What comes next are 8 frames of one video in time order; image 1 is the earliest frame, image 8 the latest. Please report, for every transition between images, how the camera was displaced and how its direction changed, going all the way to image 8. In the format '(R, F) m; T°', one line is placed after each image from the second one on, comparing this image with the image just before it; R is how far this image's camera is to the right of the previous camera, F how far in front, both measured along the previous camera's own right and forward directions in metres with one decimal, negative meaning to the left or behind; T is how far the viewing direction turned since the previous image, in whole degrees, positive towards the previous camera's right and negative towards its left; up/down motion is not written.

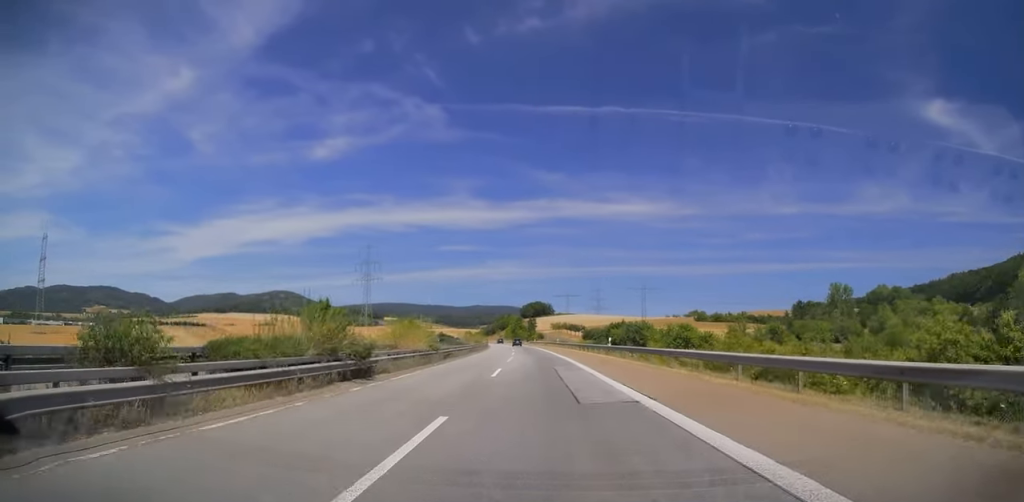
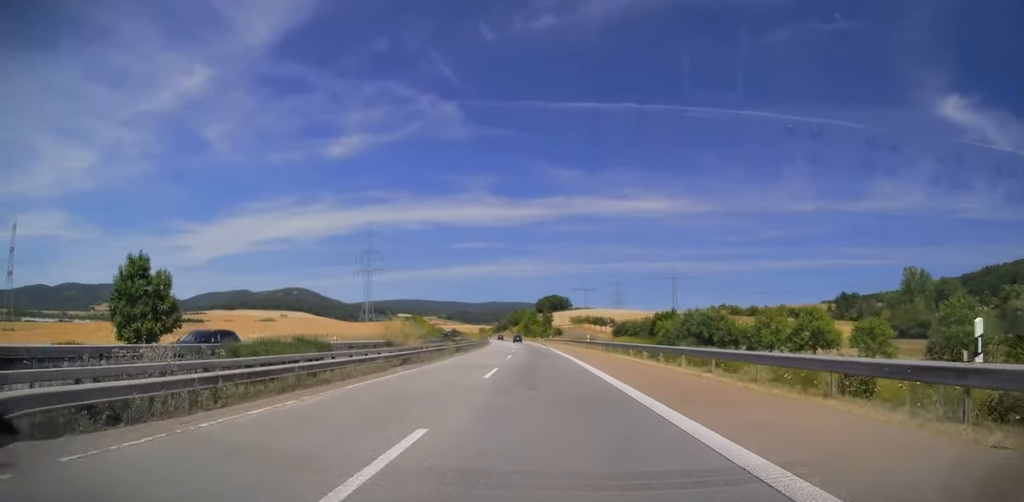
(-0.5, +37.7) m; -2°
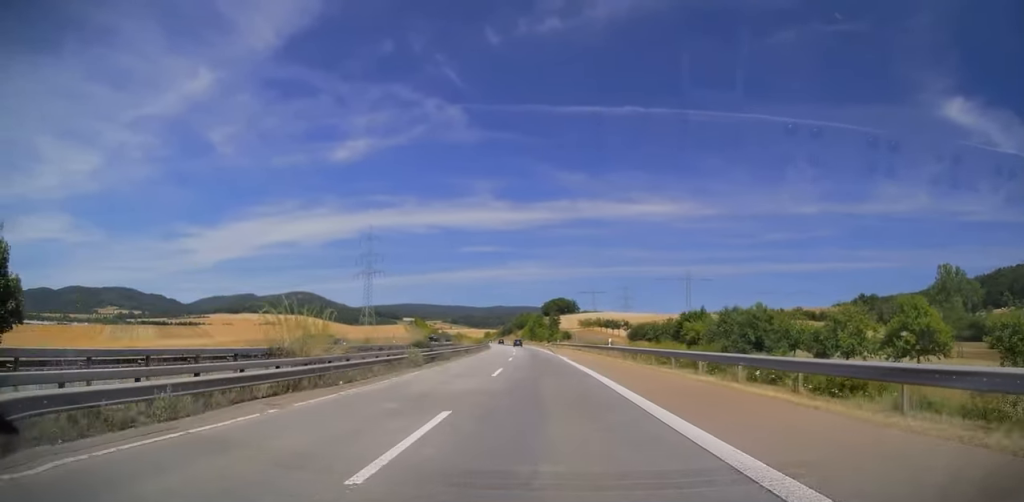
(-0.1, +14.4) m; -1°
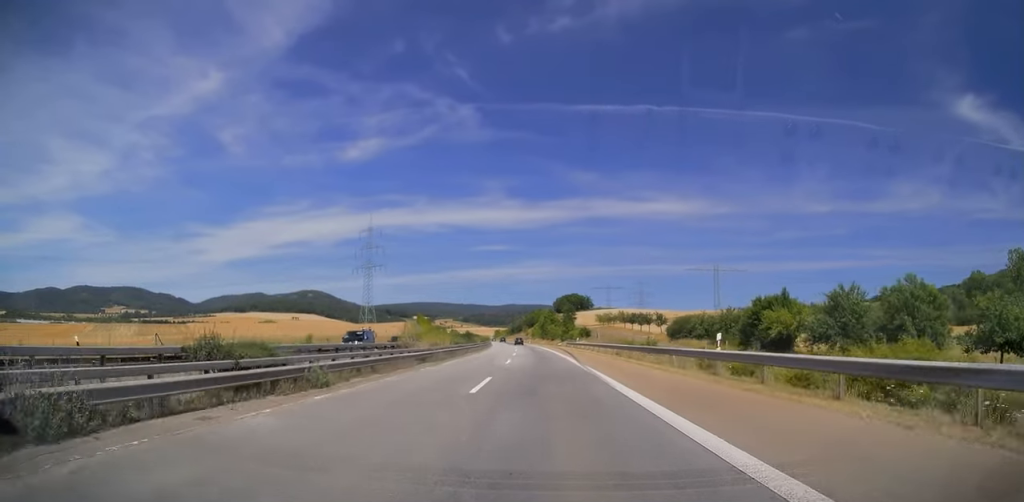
(-0.2, +25.8) m; -1°
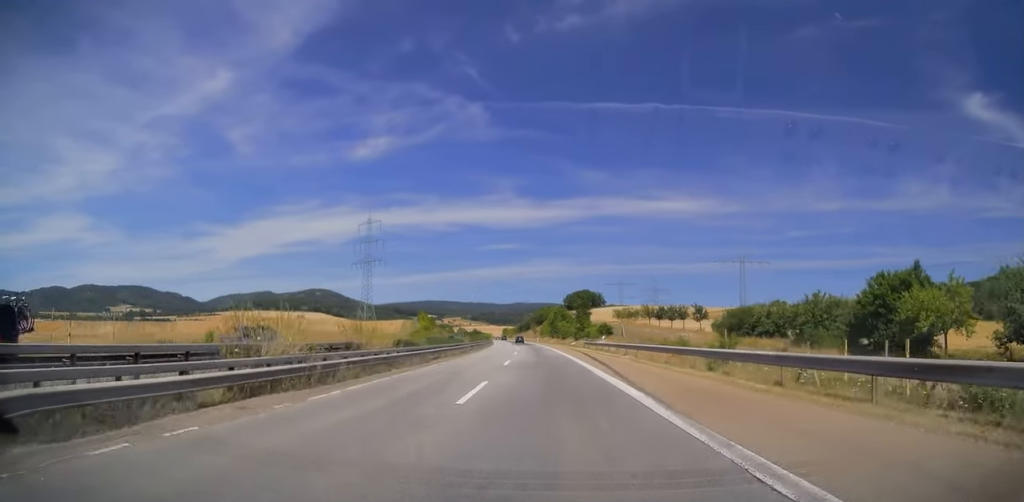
(-0.1, +21.2) m; -1°
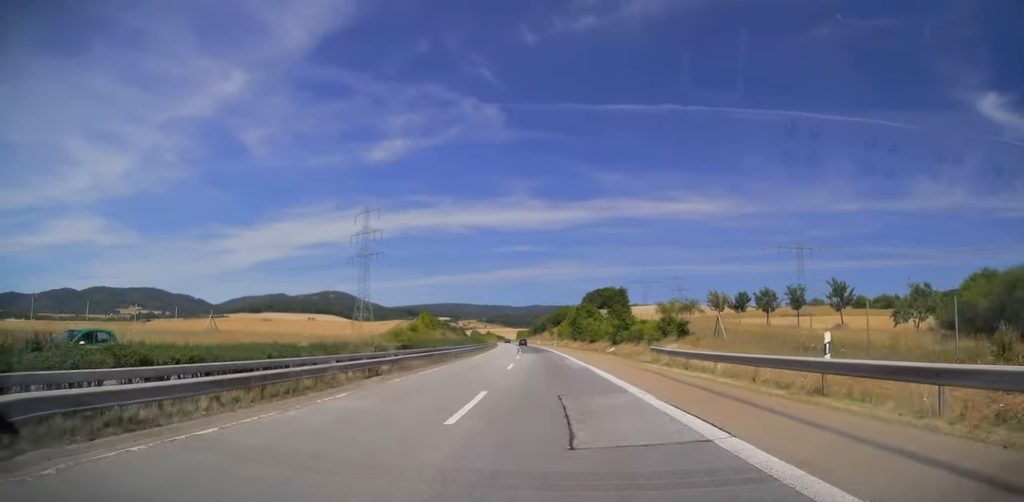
(-0.6, +37.7) m; -2°
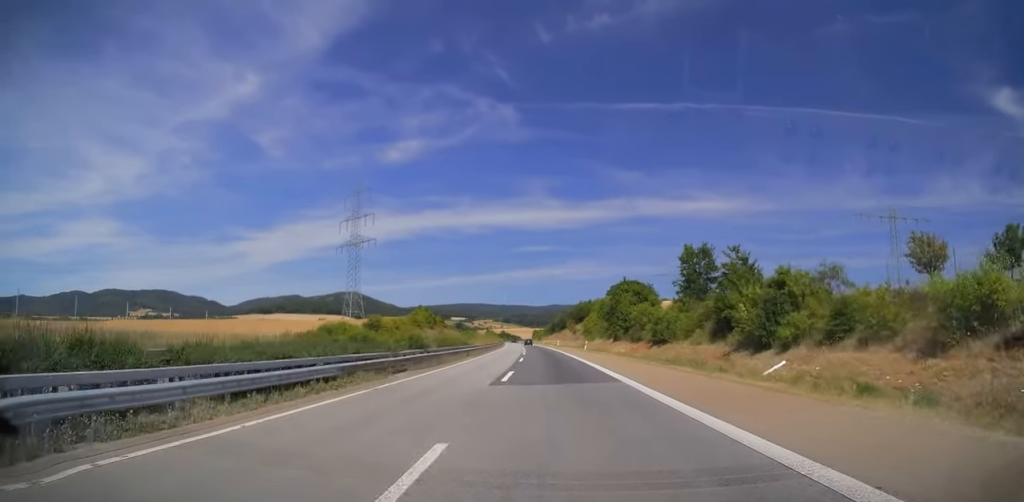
(-0.7, +43.9) m; -2°
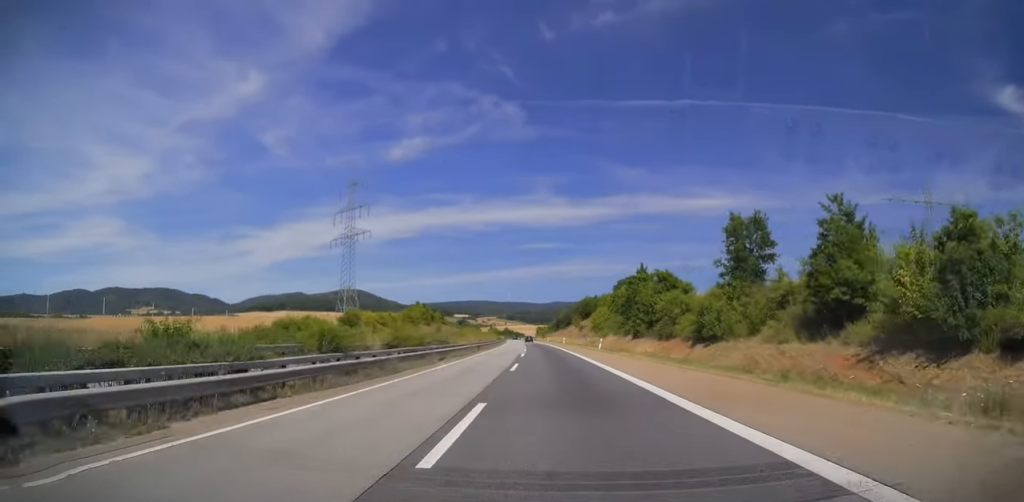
(0.0, +13.4) m; 0°
